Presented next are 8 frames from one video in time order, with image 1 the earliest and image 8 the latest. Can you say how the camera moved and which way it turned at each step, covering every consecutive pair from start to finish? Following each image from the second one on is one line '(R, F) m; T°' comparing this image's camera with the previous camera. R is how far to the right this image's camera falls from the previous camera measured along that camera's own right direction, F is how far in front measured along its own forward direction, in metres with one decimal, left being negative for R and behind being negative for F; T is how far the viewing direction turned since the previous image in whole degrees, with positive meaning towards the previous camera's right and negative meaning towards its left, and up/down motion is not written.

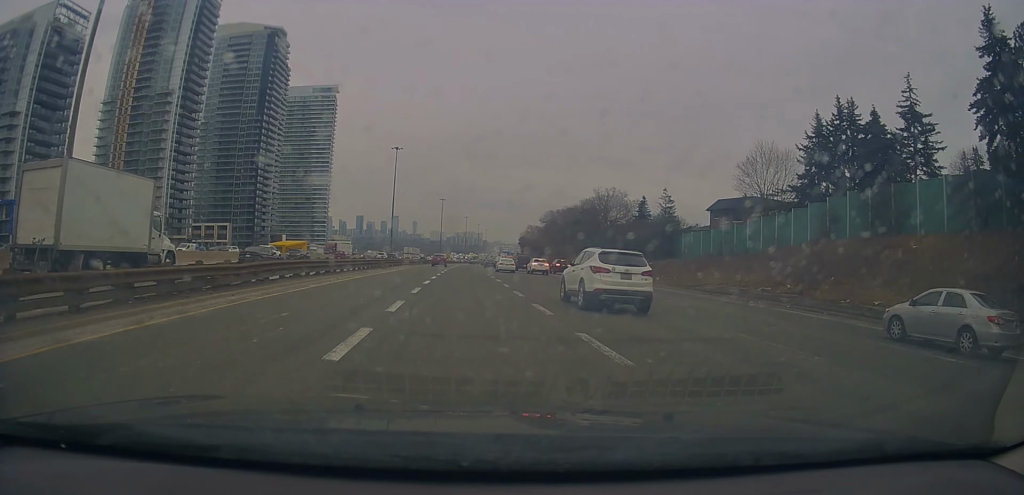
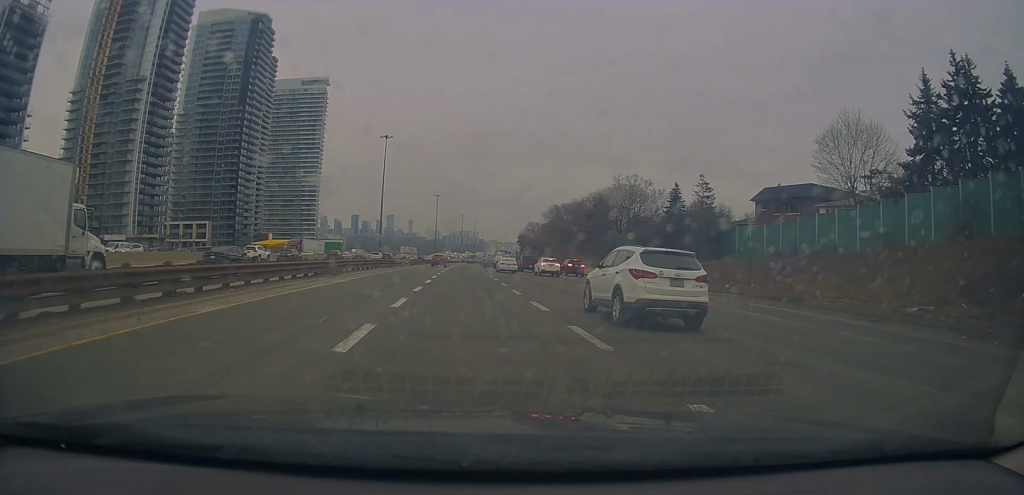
(0.0, +16.2) m; 0°
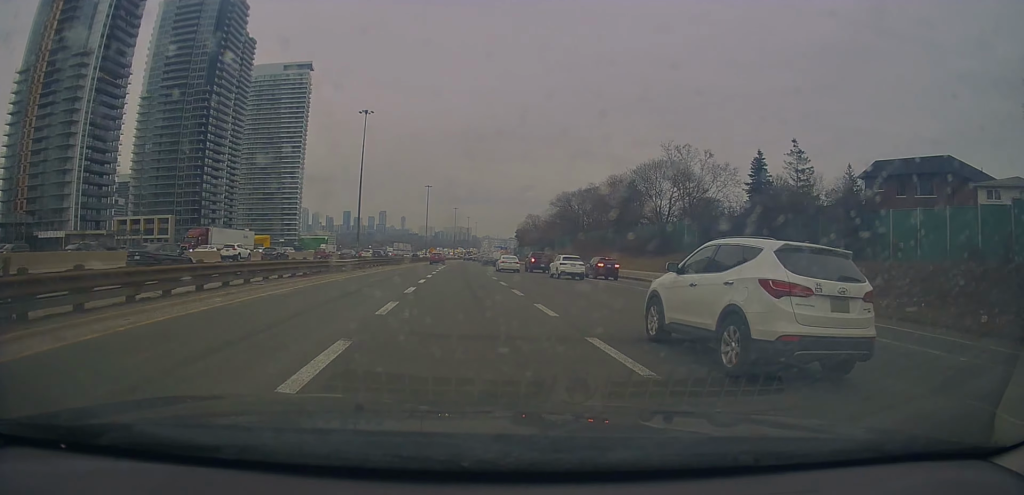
(+0.1, +24.6) m; 0°
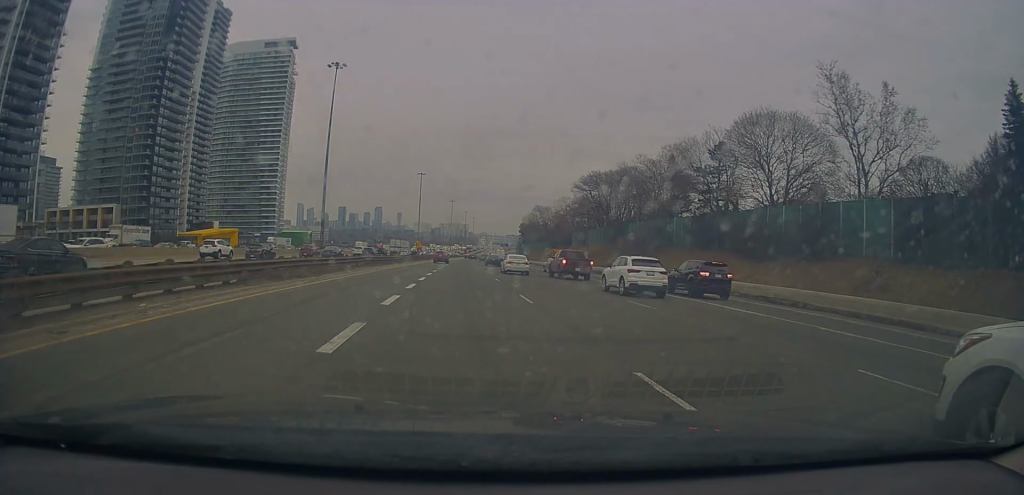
(+0.2, +33.2) m; +1°
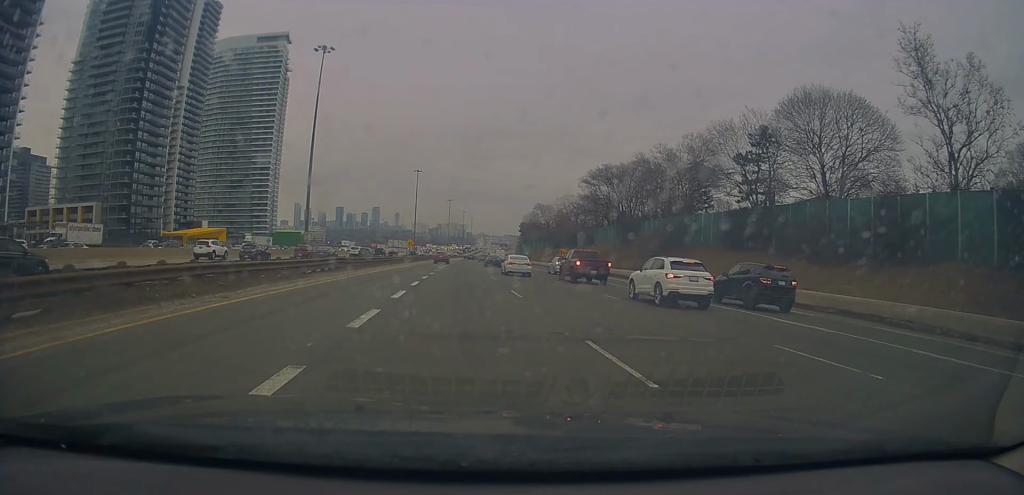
(0.0, +9.1) m; +1°
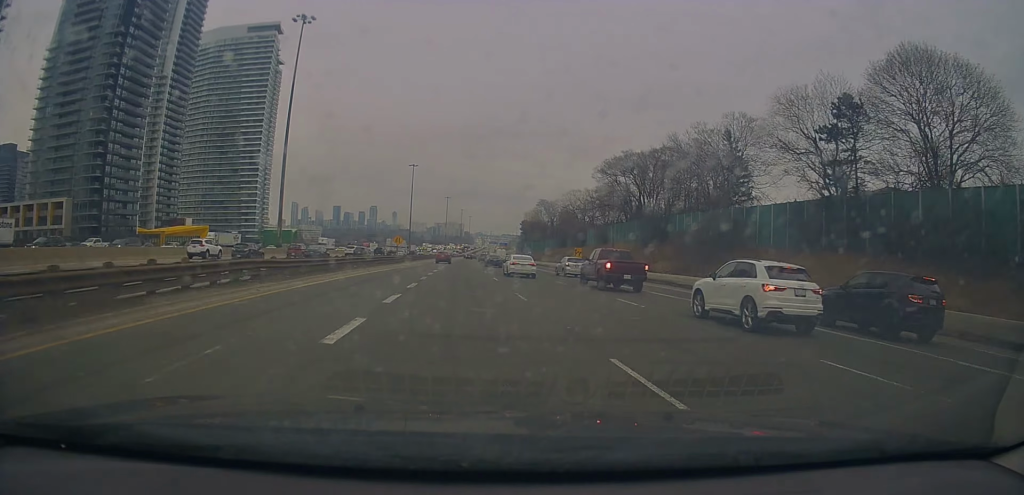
(+0.2, +12.2) m; 0°
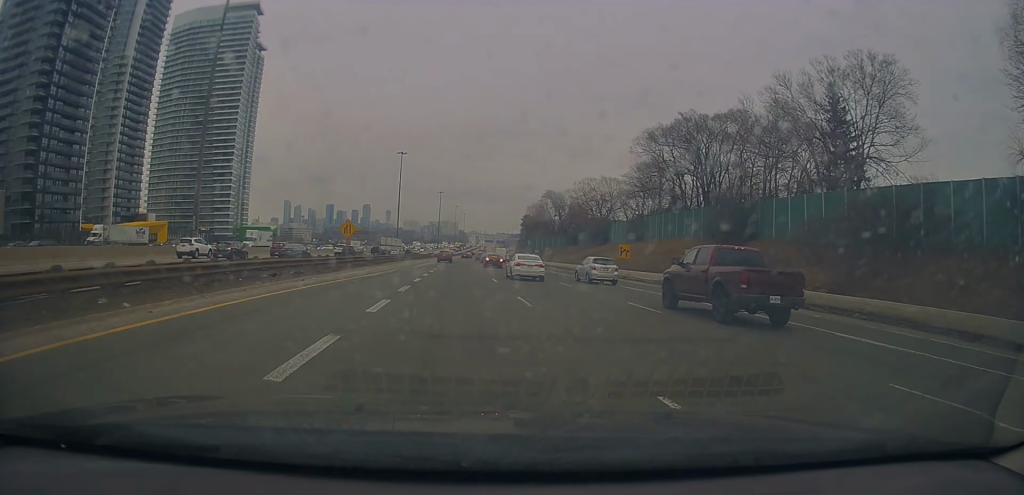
(+0.2, +25.1) m; 0°
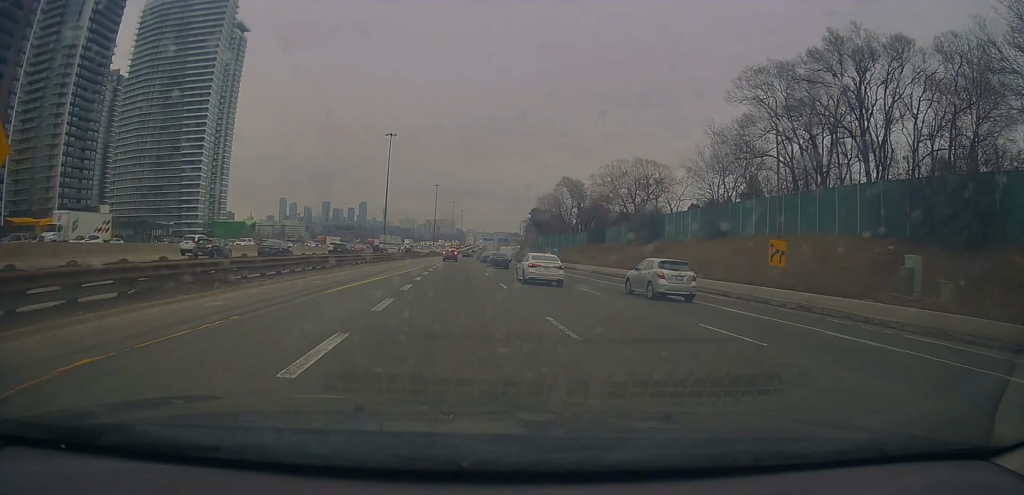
(0.0, +30.0) m; 0°
